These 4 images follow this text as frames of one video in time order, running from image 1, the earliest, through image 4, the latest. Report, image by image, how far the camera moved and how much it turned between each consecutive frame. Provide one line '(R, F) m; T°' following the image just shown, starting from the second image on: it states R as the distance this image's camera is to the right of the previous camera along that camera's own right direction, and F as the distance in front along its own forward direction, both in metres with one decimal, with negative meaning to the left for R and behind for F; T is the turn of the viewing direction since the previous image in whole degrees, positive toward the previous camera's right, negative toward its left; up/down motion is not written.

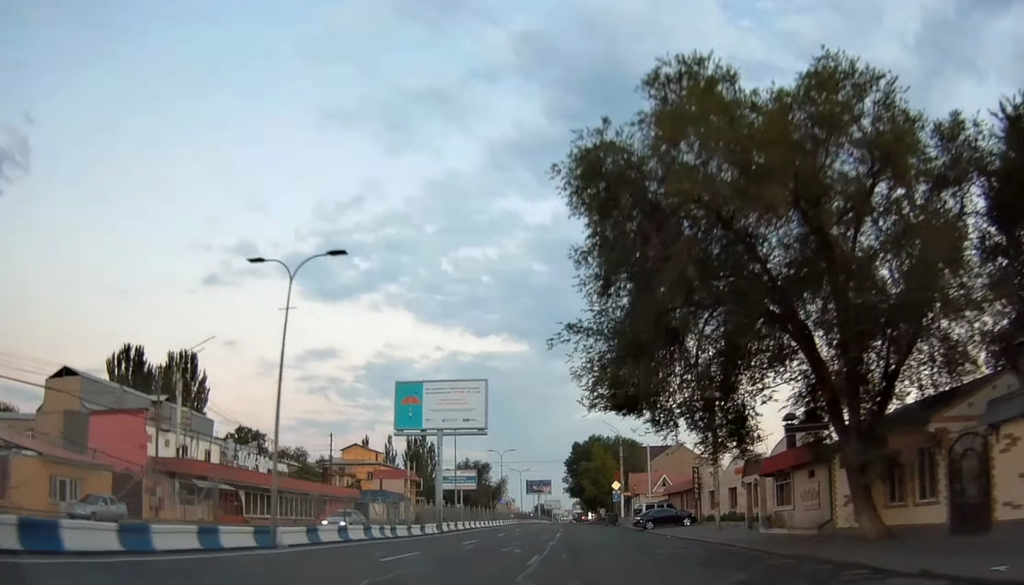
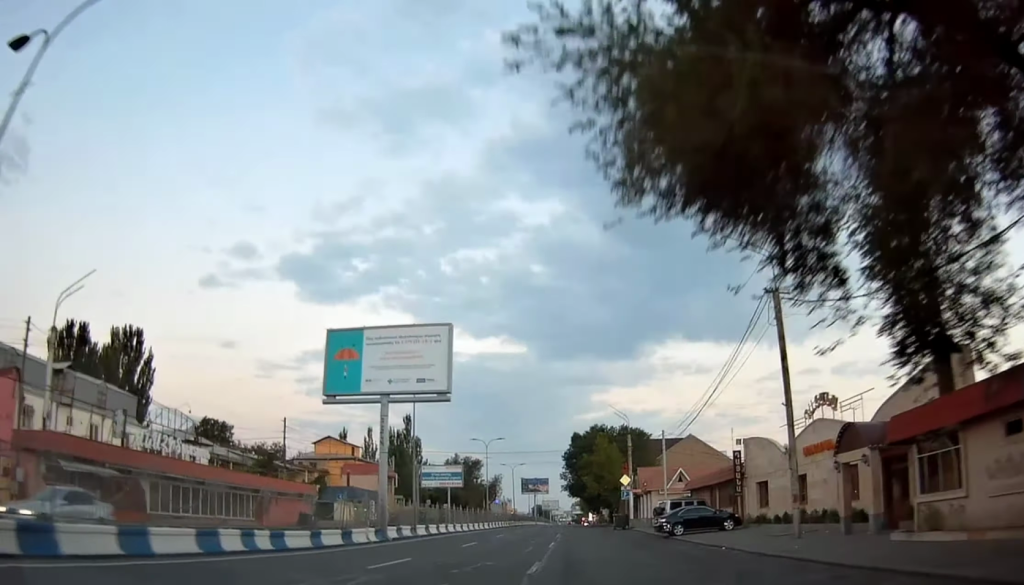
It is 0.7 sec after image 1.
(+0.3, +13.4) m; +1°
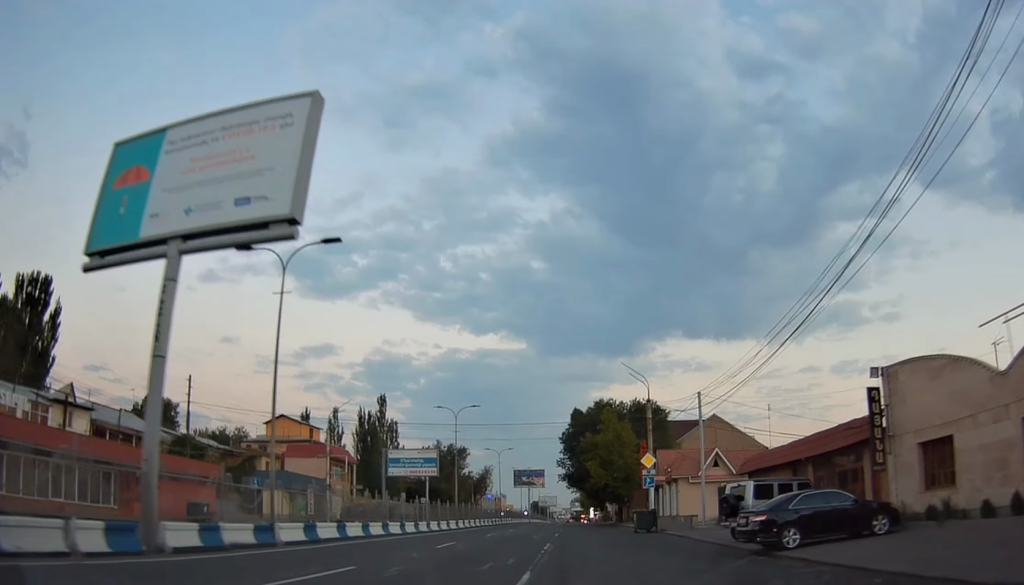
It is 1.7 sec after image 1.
(0.0, +18.7) m; 0°
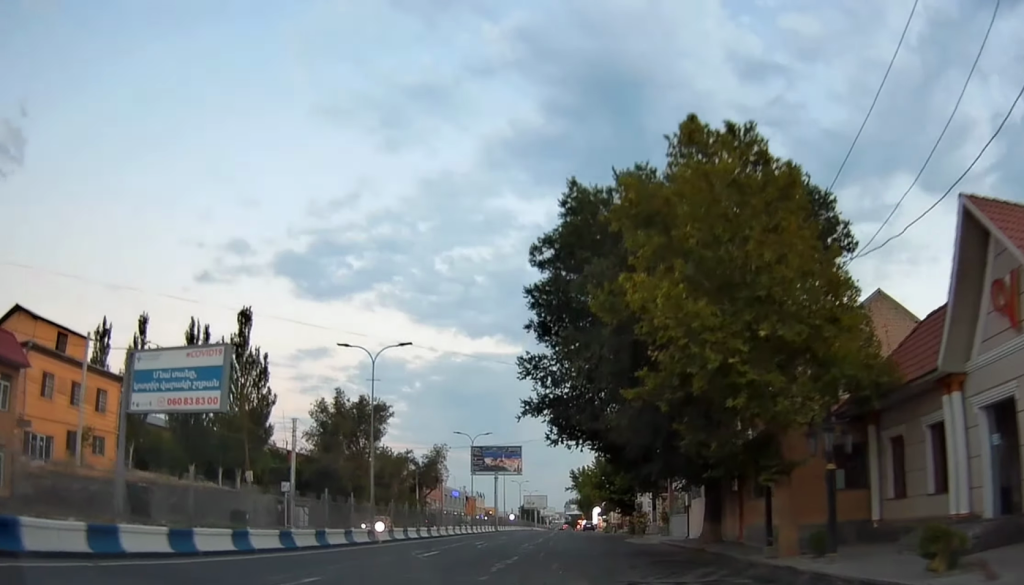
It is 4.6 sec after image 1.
(-0.6, +51.9) m; -2°
